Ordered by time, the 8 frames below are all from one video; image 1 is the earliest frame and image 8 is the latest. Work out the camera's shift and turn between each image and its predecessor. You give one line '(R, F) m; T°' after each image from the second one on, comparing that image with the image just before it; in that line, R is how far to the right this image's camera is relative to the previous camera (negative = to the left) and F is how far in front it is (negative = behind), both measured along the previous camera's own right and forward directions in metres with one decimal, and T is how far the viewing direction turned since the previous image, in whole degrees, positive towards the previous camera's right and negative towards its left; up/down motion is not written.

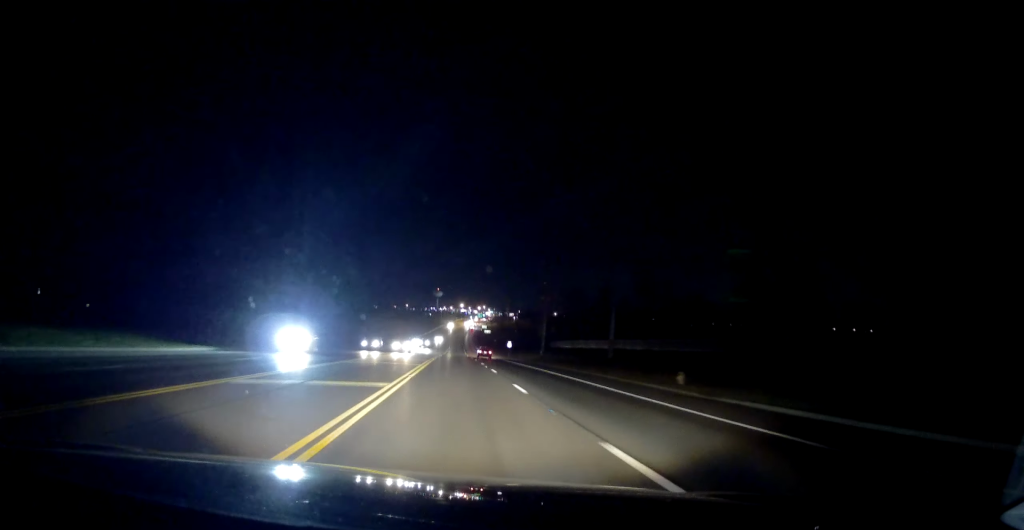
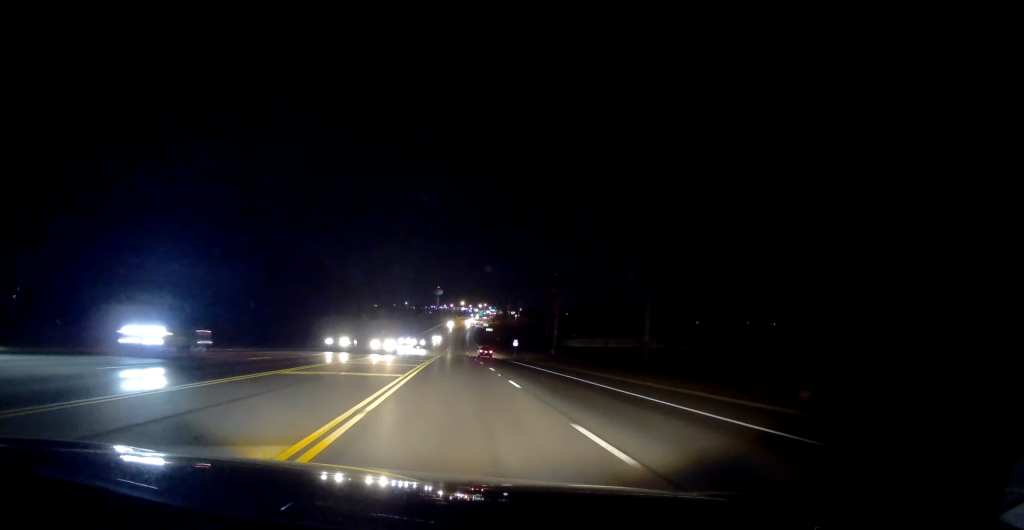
(+0.2, +10.3) m; 0°
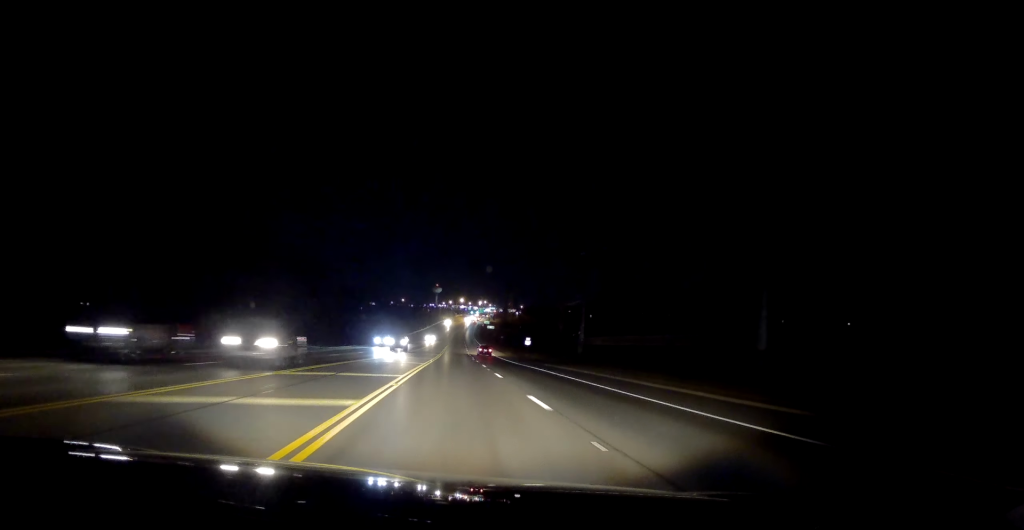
(-0.6, +18.5) m; -2°
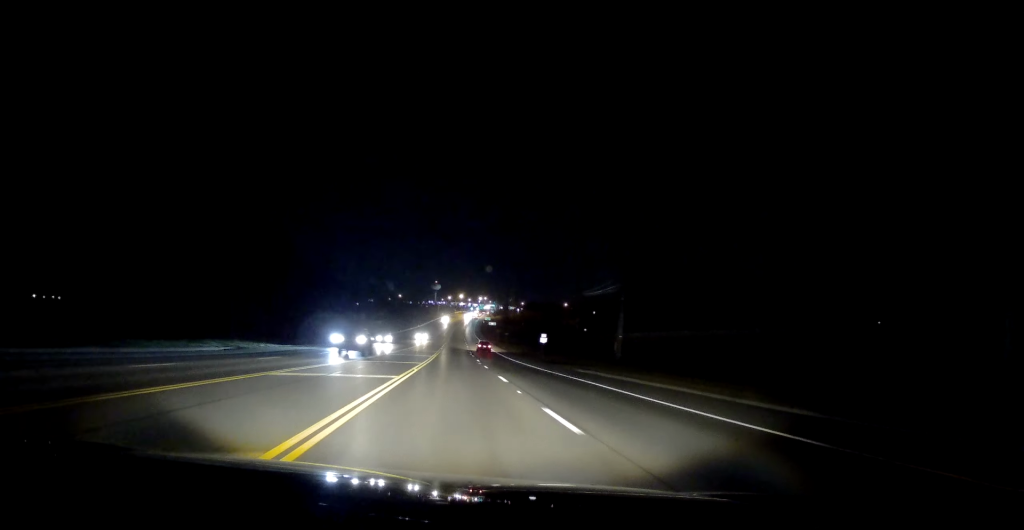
(0.0, +16.5) m; 0°
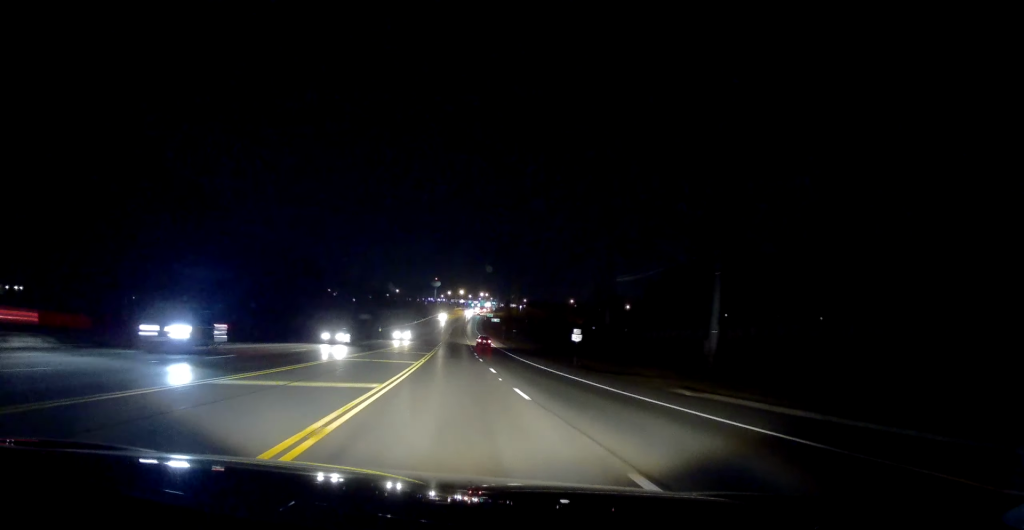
(0.0, +18.9) m; 0°
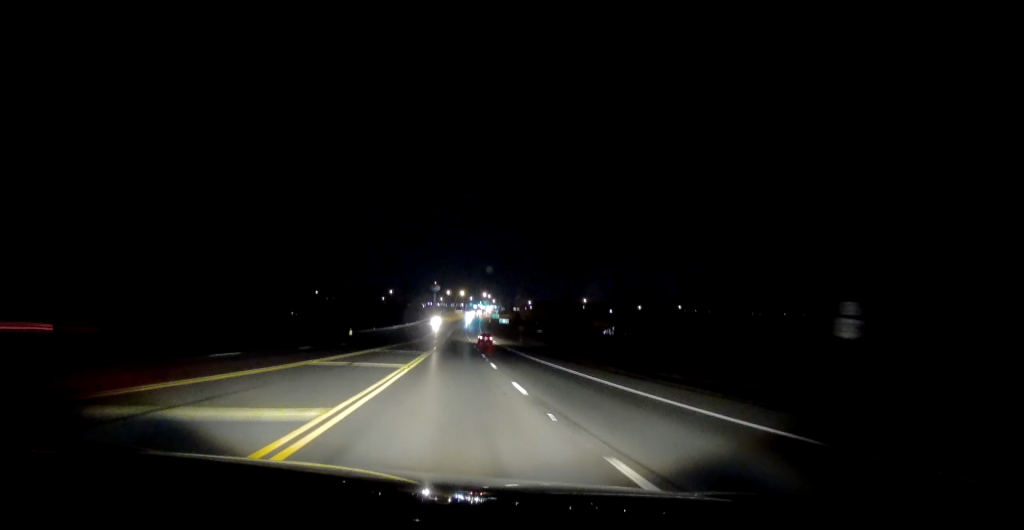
(0.0, +35.9) m; 0°
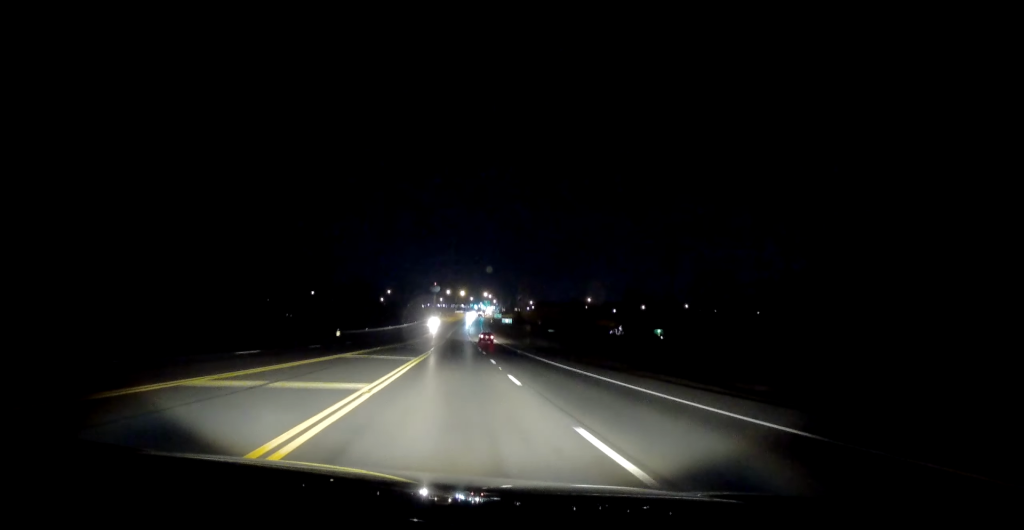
(0.0, +10.0) m; 0°
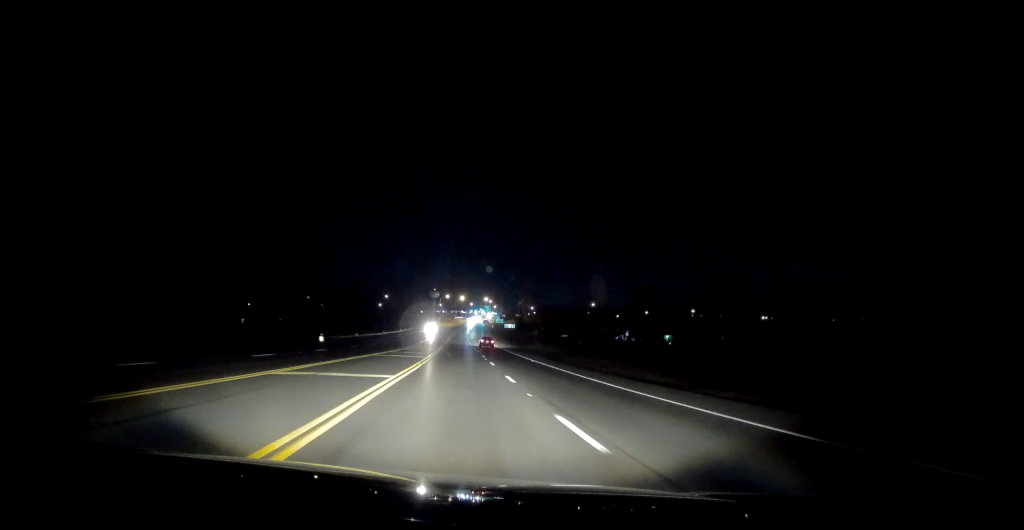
(0.0, +10.0) m; 0°
